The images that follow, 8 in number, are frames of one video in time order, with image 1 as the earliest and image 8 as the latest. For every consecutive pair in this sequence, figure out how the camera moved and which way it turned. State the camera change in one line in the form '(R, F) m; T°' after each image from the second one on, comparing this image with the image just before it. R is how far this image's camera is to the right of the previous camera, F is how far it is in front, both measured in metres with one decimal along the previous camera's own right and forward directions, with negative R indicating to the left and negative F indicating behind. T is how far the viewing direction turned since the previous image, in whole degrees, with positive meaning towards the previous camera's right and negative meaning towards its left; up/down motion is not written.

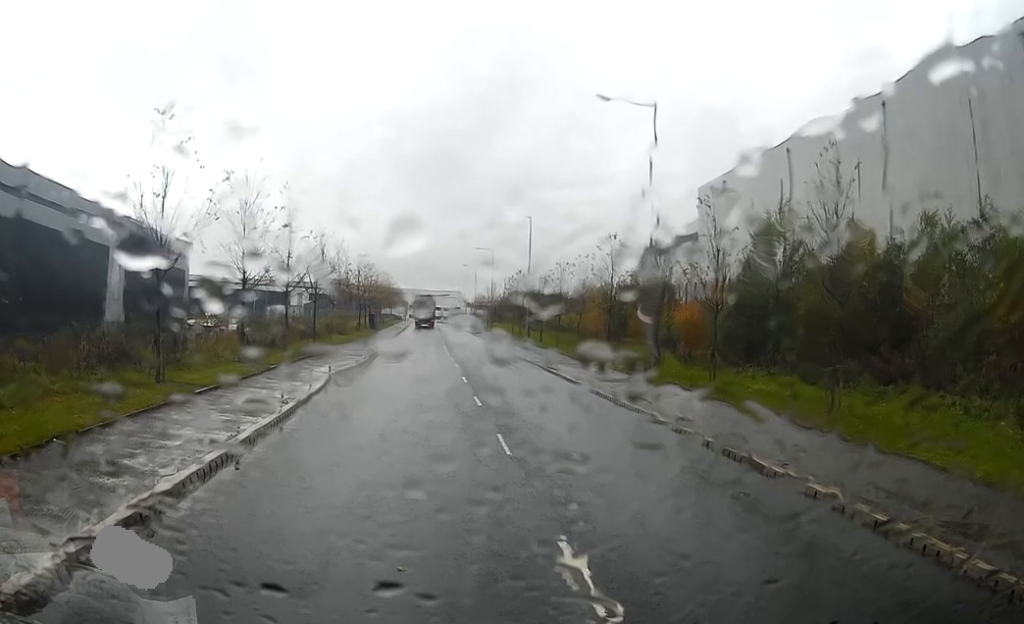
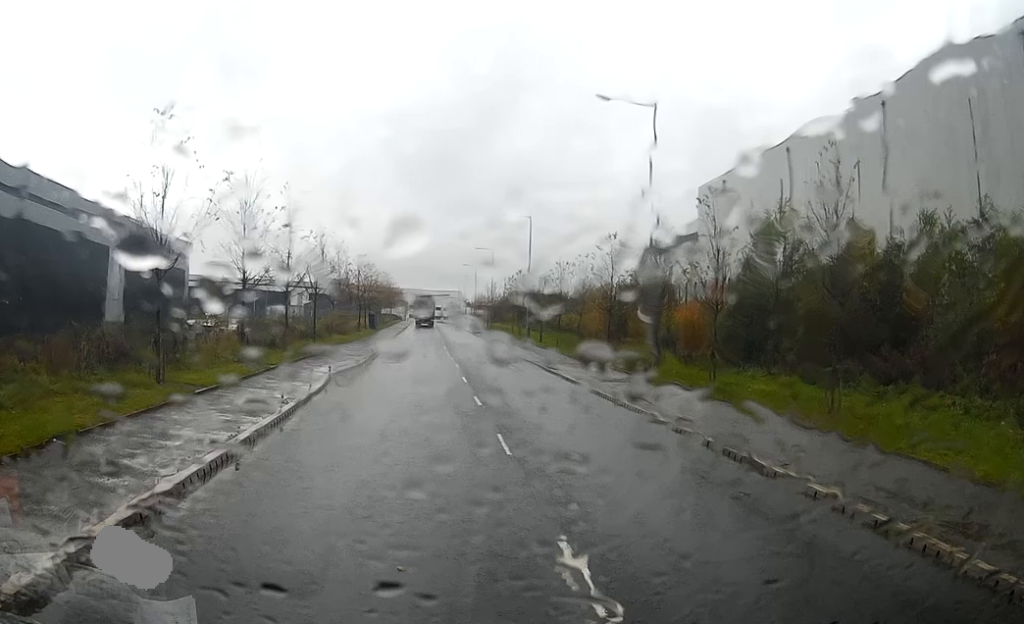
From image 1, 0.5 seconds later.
(0.0, 0.0) m; 0°
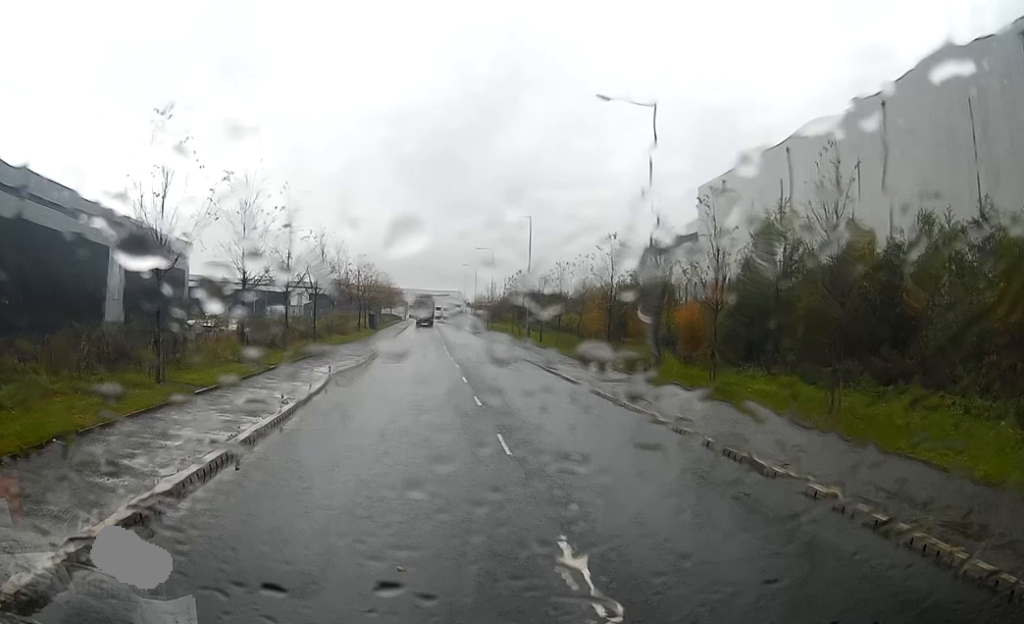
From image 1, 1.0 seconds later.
(0.0, 0.0) m; 0°
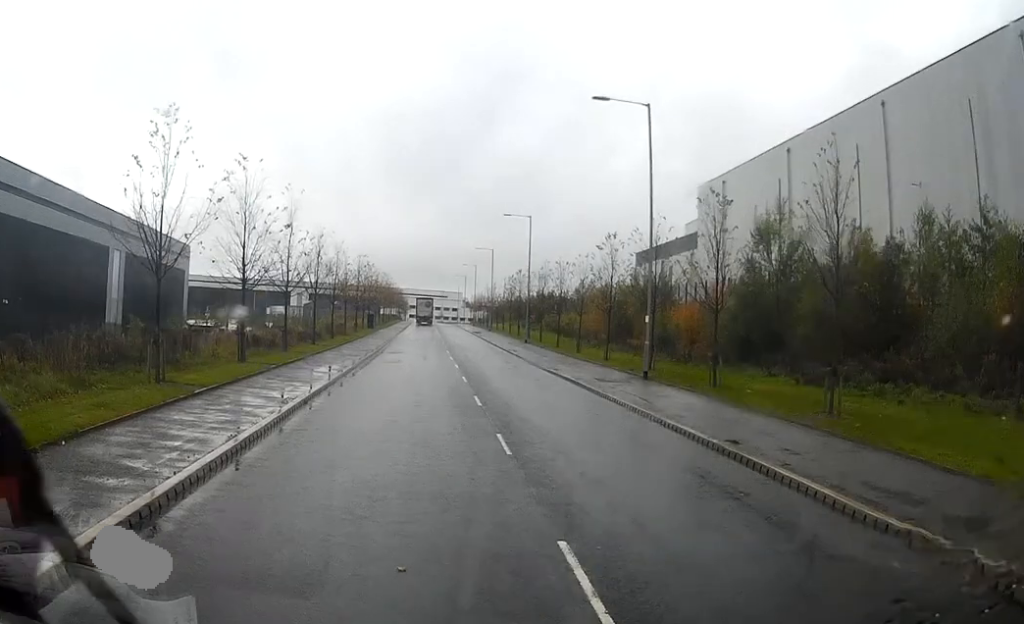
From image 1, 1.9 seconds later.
(0.0, 0.0) m; 0°
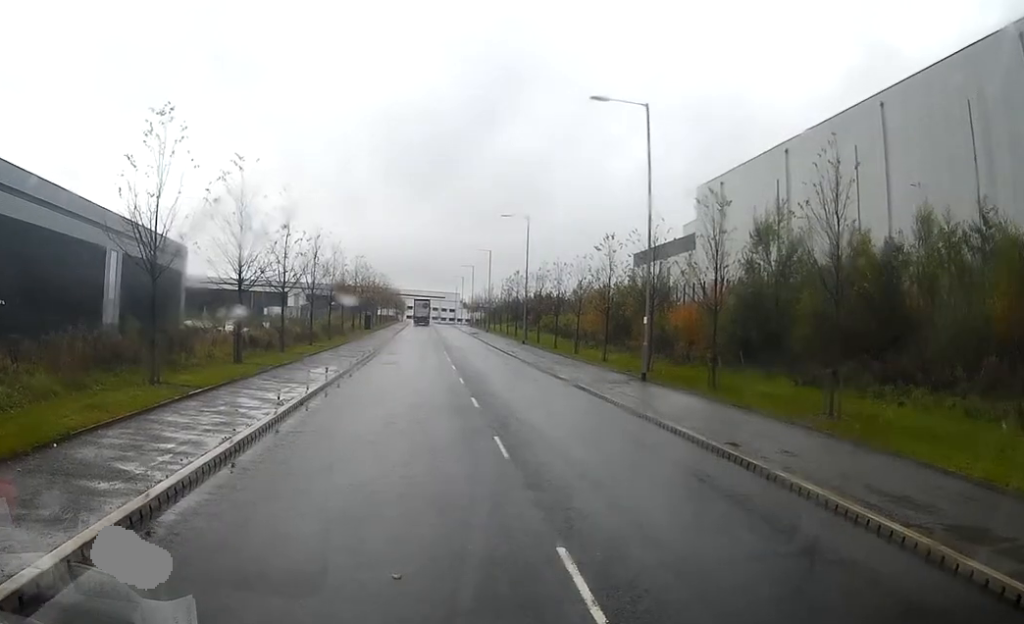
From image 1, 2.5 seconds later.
(0.0, 0.0) m; 0°
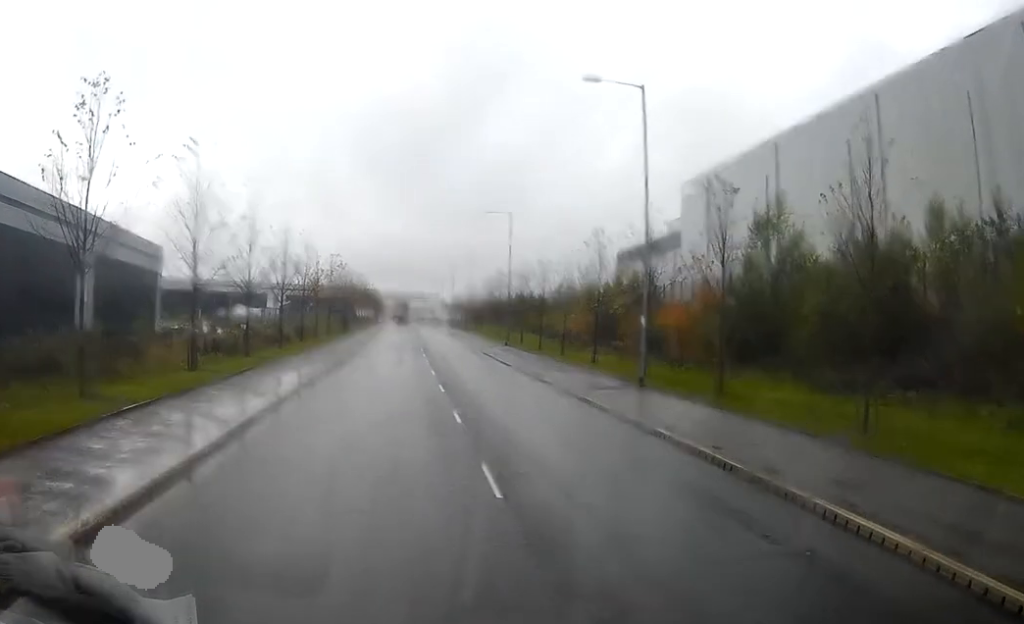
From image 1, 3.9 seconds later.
(0.0, 0.0) m; 0°
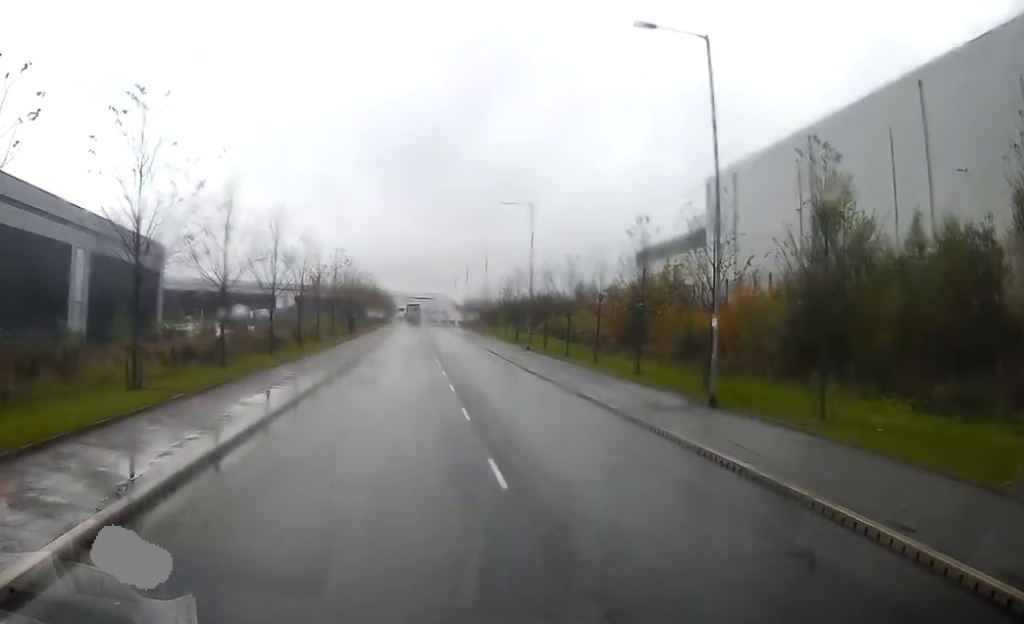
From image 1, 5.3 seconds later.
(+0.1, +0.6) m; 0°
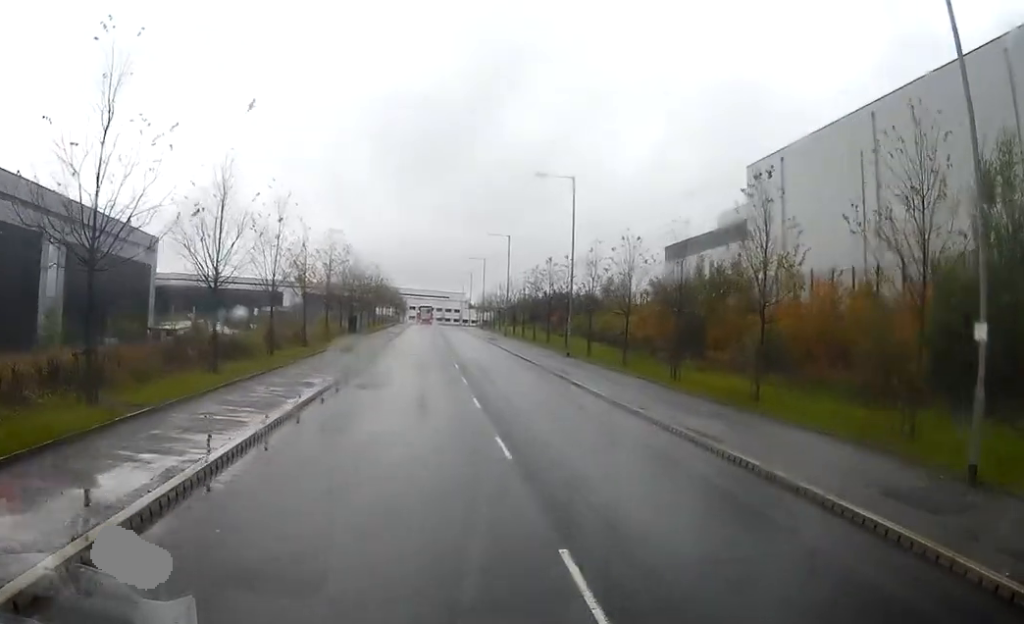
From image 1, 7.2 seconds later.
(-0.6, +5.9) m; -2°
